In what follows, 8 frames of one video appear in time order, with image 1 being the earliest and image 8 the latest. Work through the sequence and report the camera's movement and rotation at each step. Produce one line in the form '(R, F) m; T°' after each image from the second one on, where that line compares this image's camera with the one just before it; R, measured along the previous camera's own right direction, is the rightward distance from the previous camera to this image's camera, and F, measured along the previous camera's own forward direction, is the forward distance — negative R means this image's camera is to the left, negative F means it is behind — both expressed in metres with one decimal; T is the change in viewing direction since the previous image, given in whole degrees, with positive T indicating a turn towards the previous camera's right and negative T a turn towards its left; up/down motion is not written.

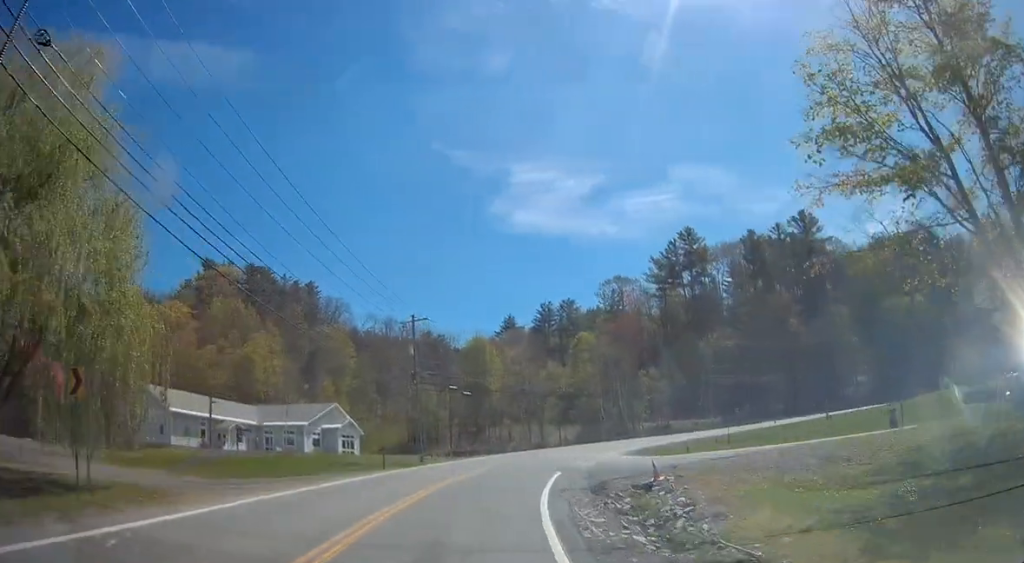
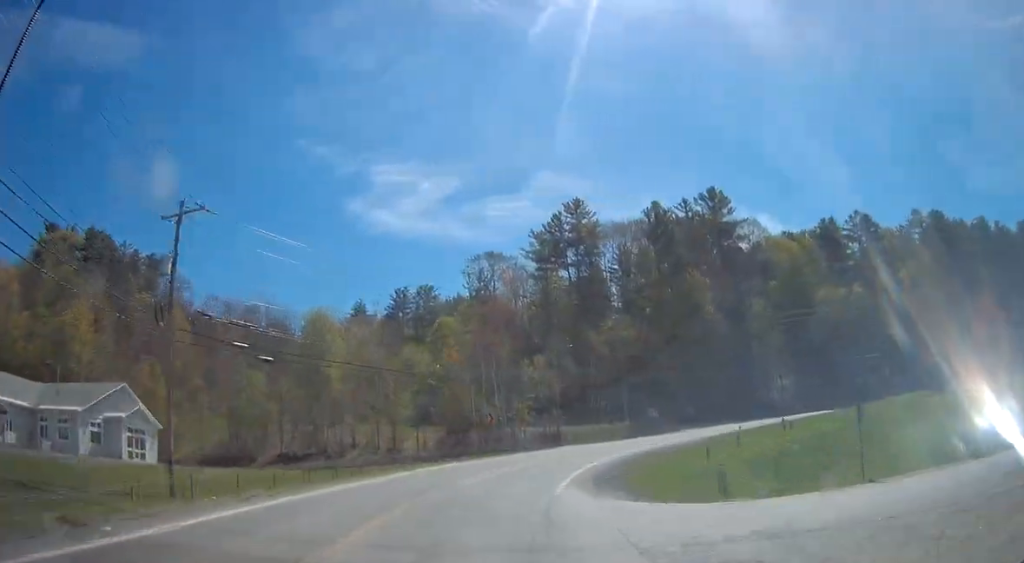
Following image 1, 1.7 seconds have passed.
(+3.5, +24.1) m; +17°
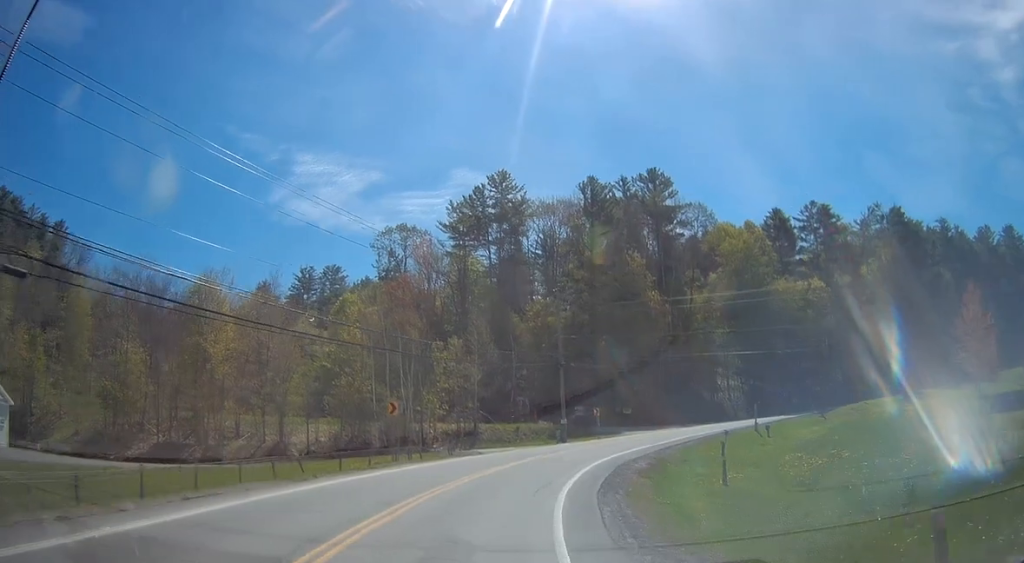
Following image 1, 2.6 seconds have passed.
(+1.1, +13.6) m; +8°
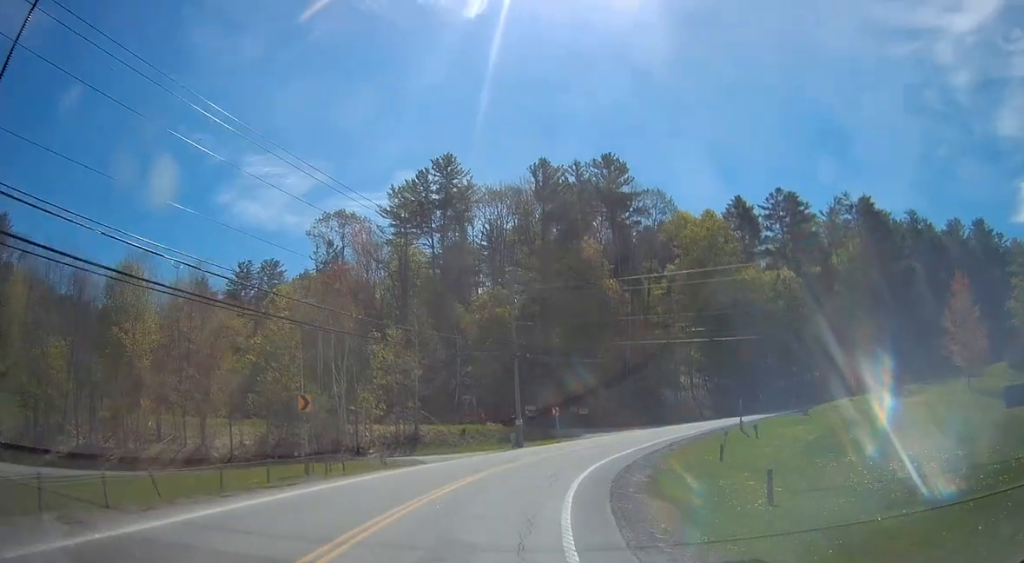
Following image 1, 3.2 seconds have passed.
(0.0, +7.8) m; +4°
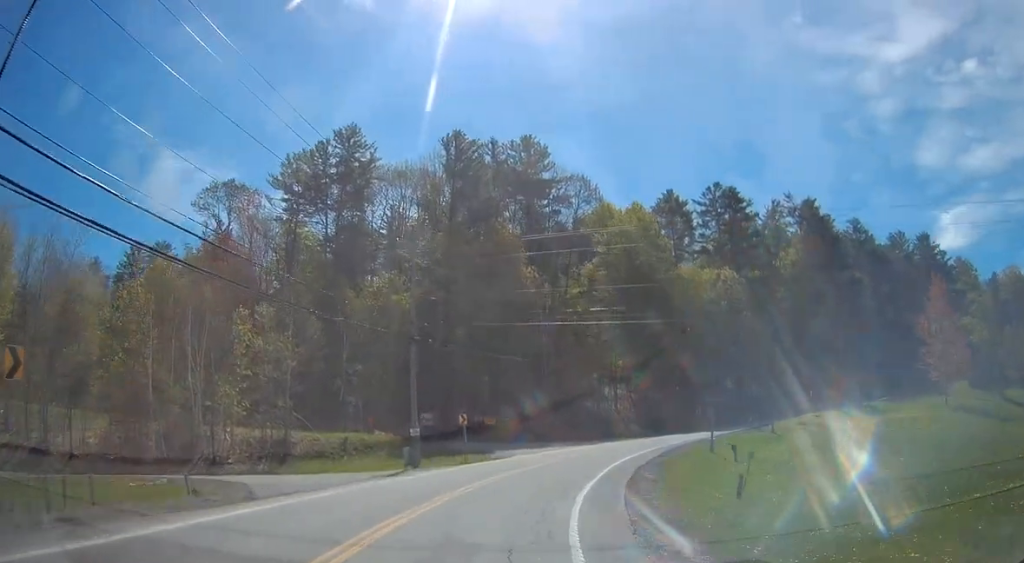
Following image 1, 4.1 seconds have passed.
(+0.8, +12.7) m; +10°
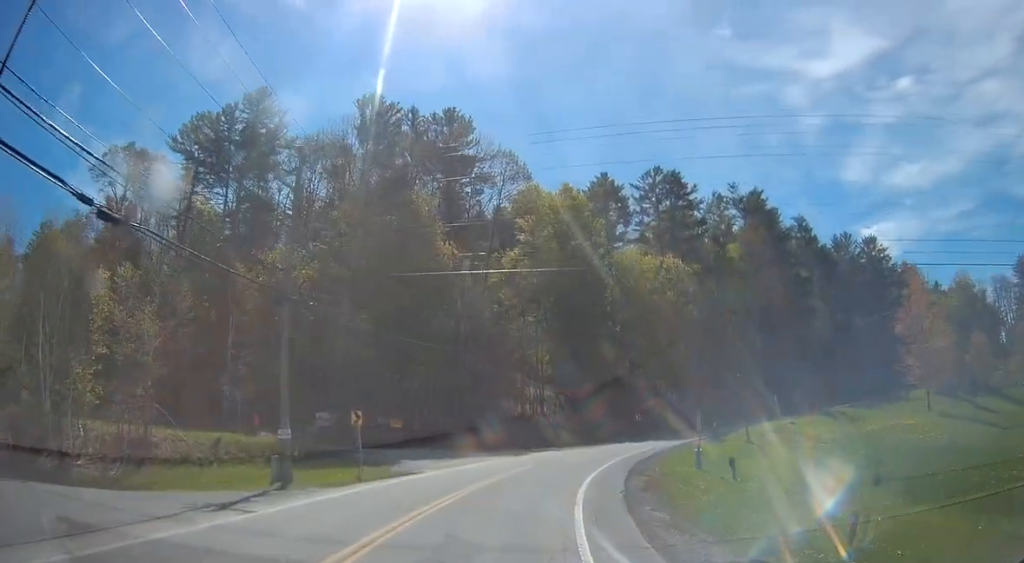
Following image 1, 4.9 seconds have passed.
(+1.1, +10.4) m; +9°
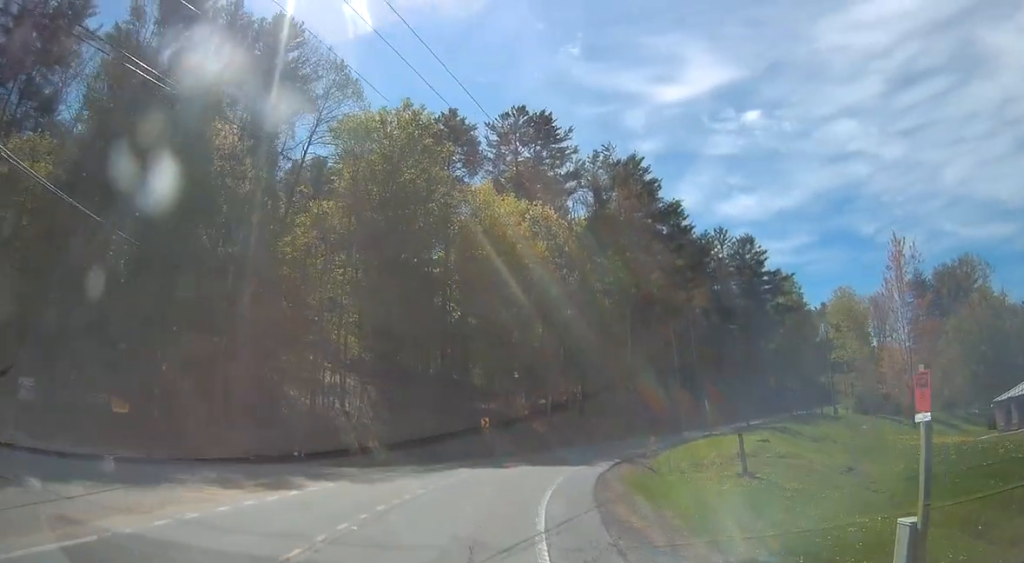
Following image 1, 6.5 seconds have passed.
(+3.3, +21.3) m; +17°
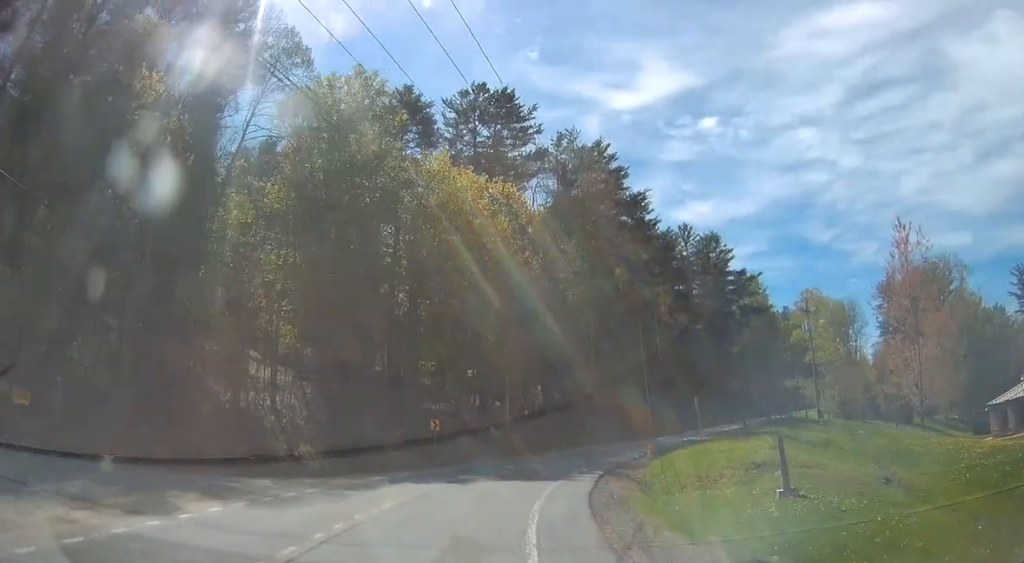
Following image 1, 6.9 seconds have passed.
(+0.1, +5.9) m; +5°
